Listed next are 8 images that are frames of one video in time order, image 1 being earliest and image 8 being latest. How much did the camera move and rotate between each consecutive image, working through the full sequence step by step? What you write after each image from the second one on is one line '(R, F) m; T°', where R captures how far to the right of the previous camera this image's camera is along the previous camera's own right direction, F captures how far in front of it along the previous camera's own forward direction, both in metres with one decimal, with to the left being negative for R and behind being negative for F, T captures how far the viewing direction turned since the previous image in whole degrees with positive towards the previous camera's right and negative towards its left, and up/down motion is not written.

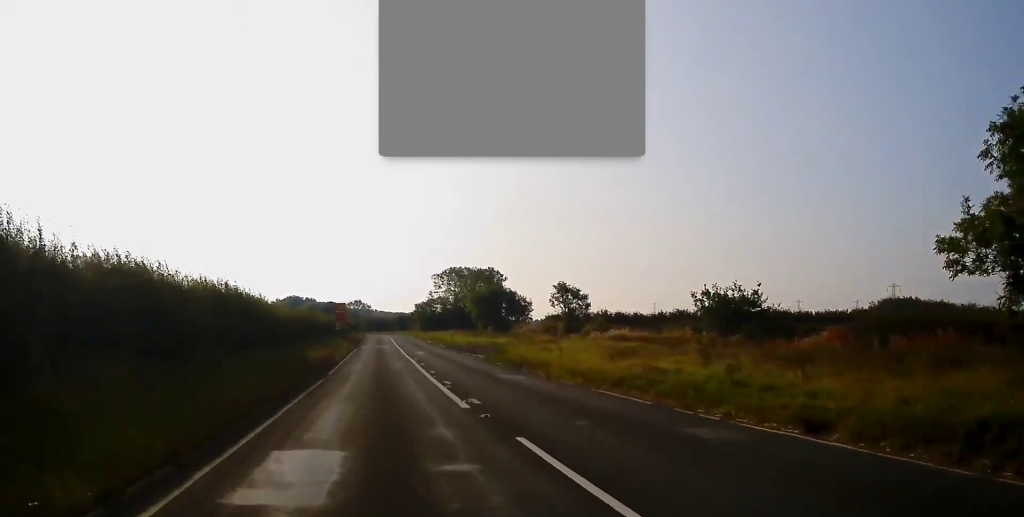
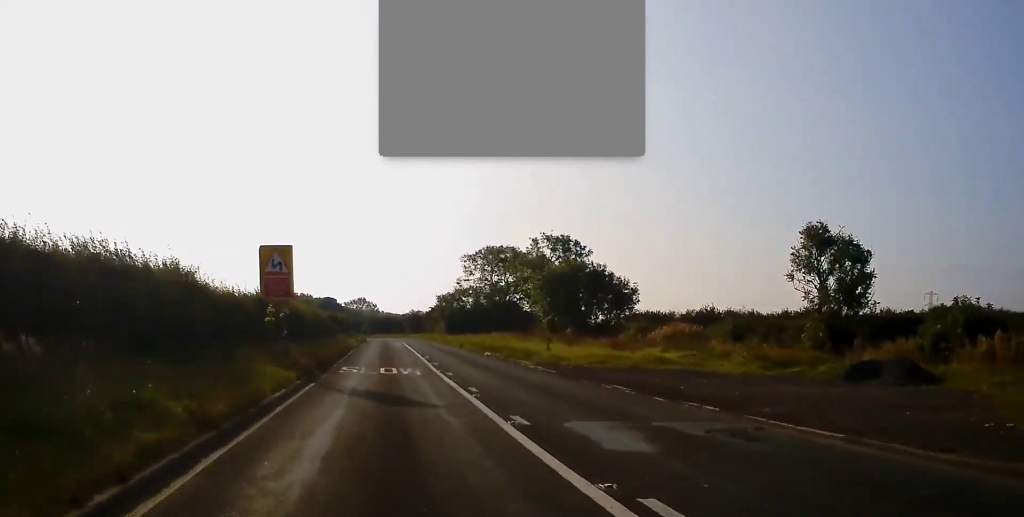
(+0.2, +39.9) m; -1°
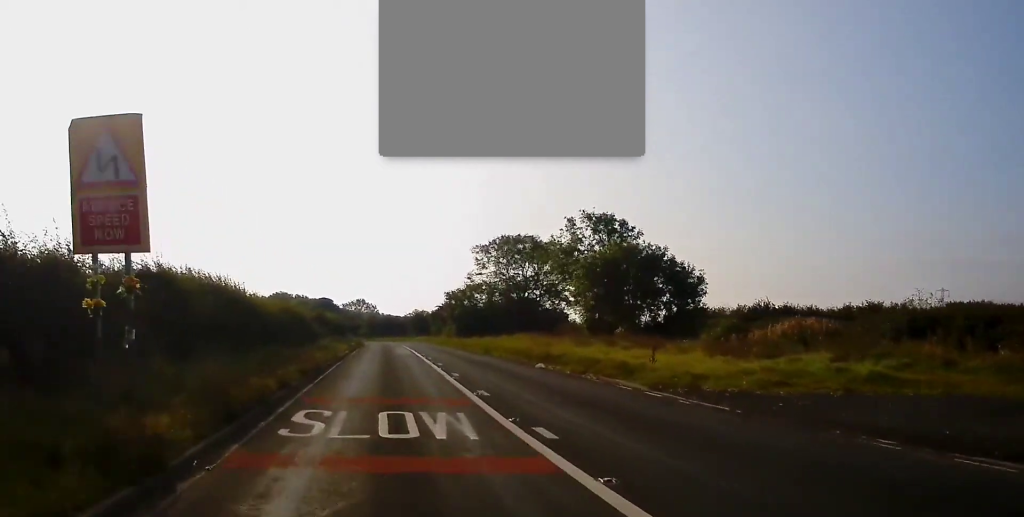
(-0.3, +13.8) m; -1°
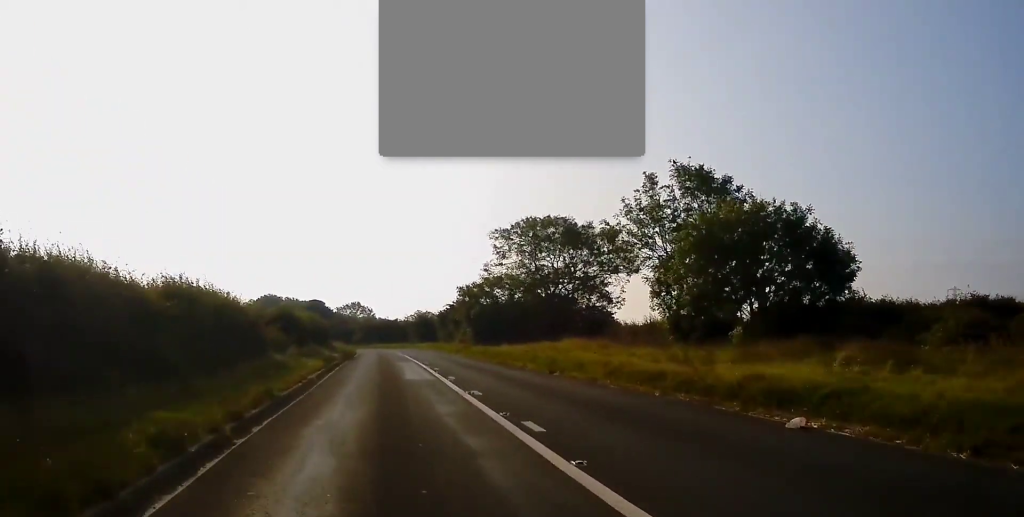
(+0.3, +17.2) m; +2°
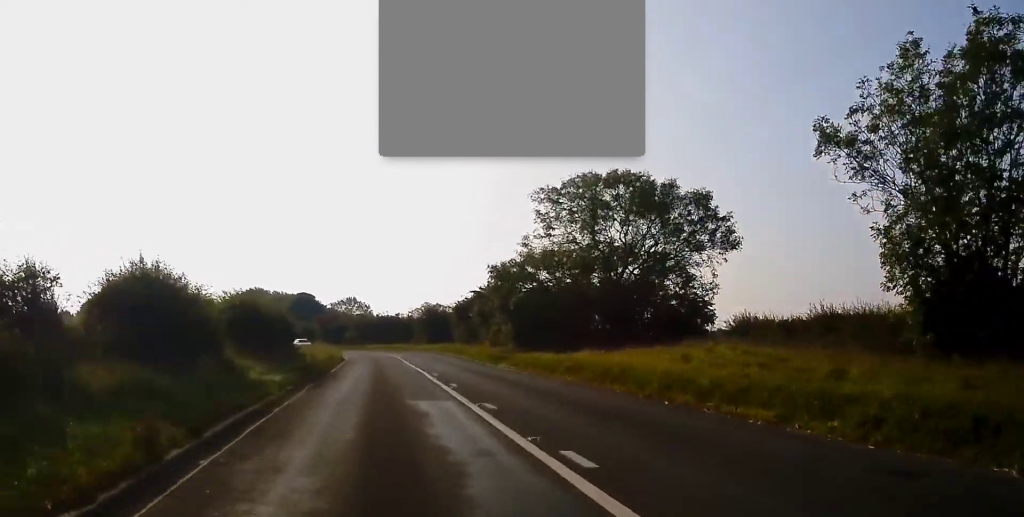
(+0.2, +20.6) m; 0°
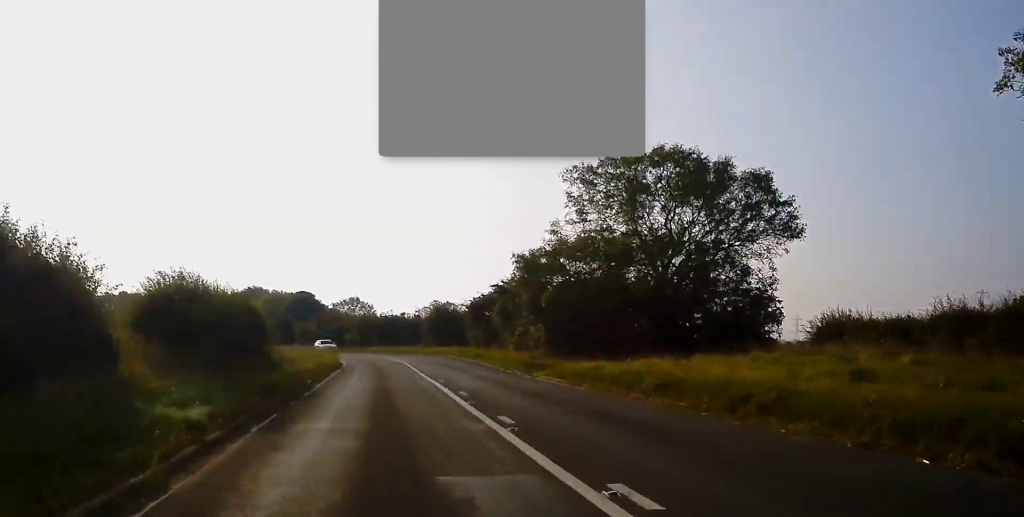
(0.0, +7.9) m; 0°
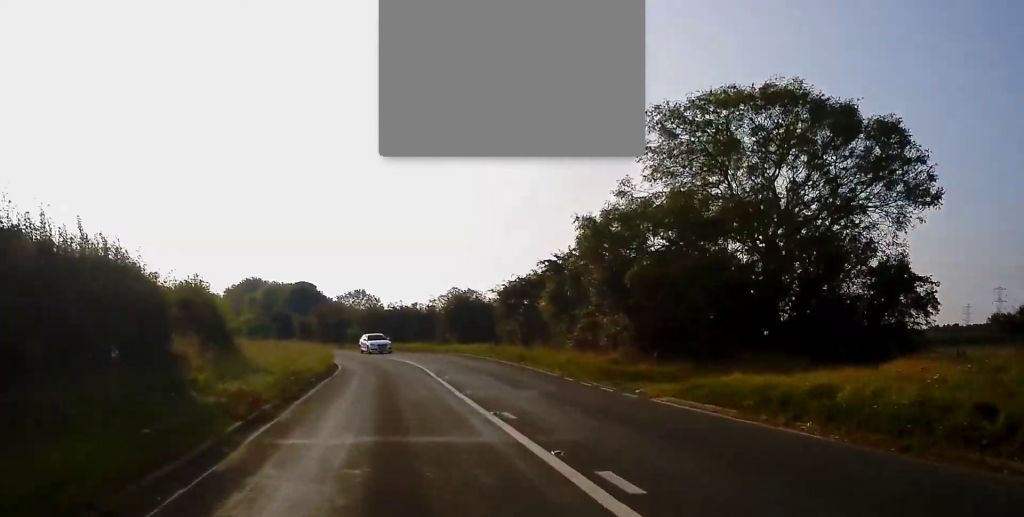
(-0.1, +11.5) m; 0°
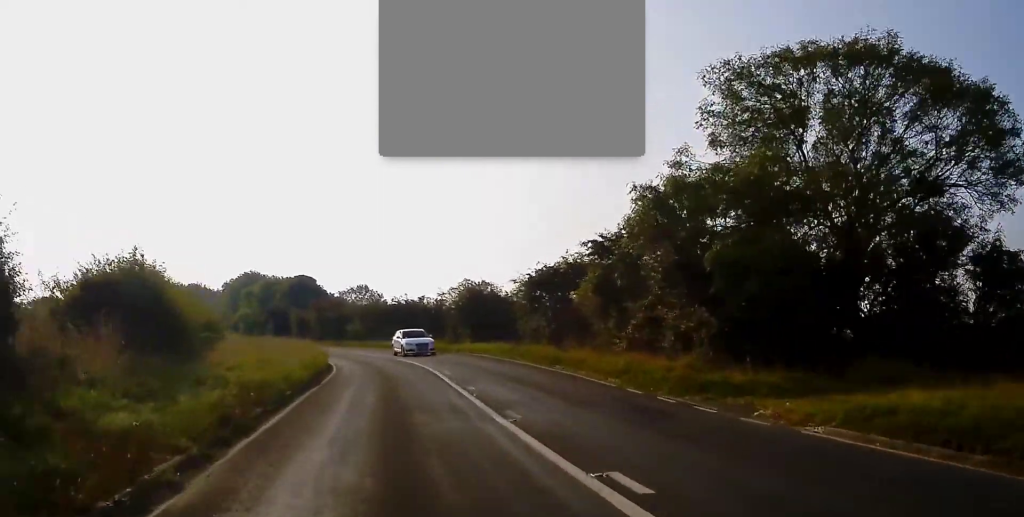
(0.0, +6.1) m; 0°
